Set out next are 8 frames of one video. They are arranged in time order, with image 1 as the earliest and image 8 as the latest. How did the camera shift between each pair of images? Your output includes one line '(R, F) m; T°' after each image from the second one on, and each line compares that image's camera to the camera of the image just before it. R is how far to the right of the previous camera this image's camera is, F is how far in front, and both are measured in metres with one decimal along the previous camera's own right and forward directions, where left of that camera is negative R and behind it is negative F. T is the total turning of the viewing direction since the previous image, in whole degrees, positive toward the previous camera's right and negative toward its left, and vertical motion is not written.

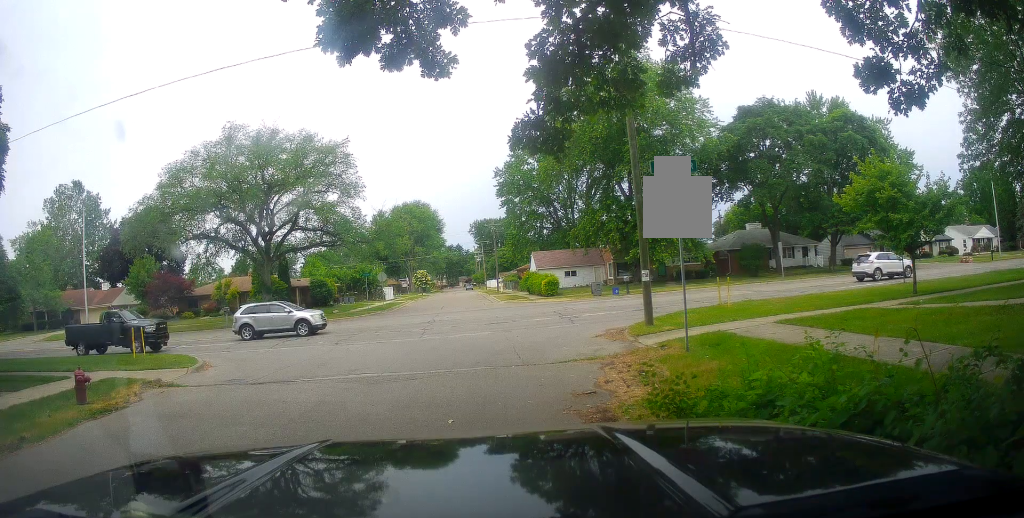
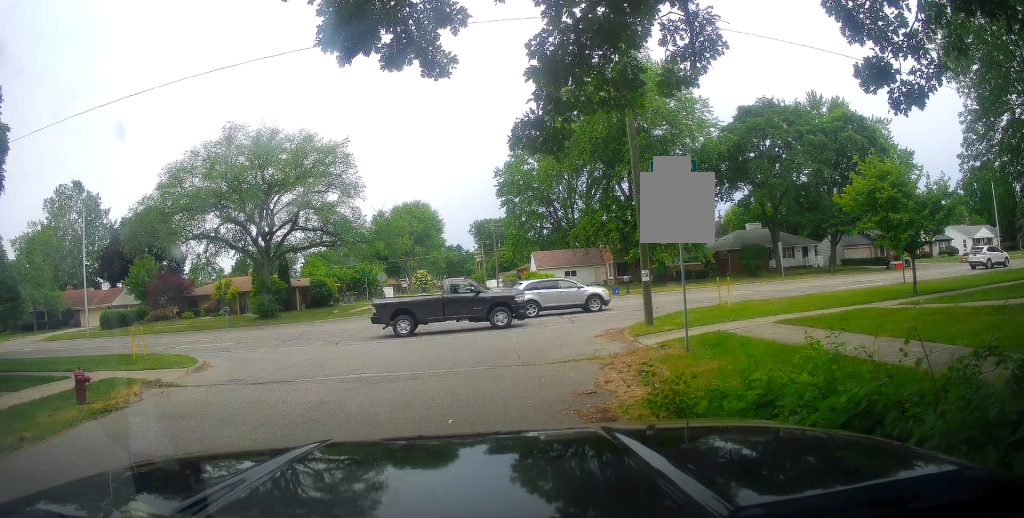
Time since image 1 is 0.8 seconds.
(0.0, 0.0) m; 0°
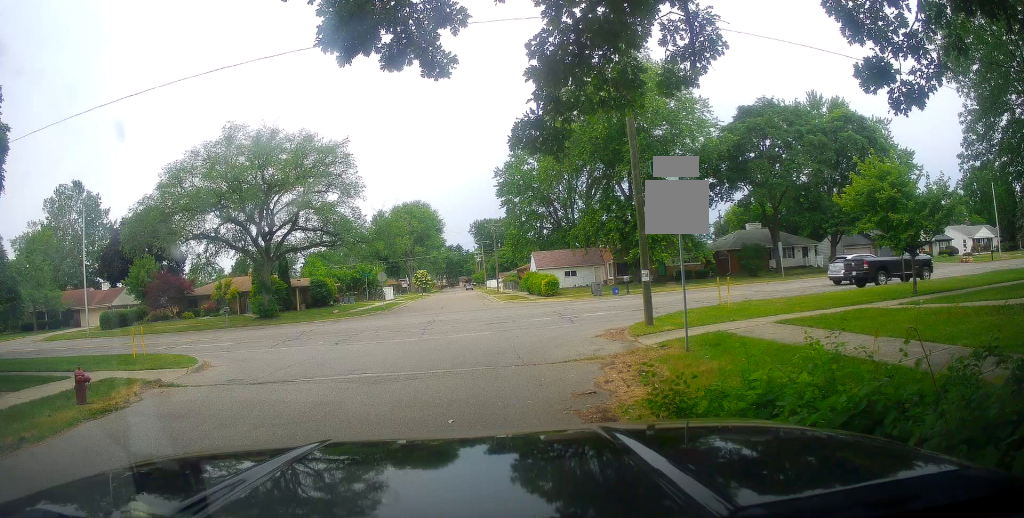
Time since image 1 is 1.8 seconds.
(0.0, 0.0) m; 0°
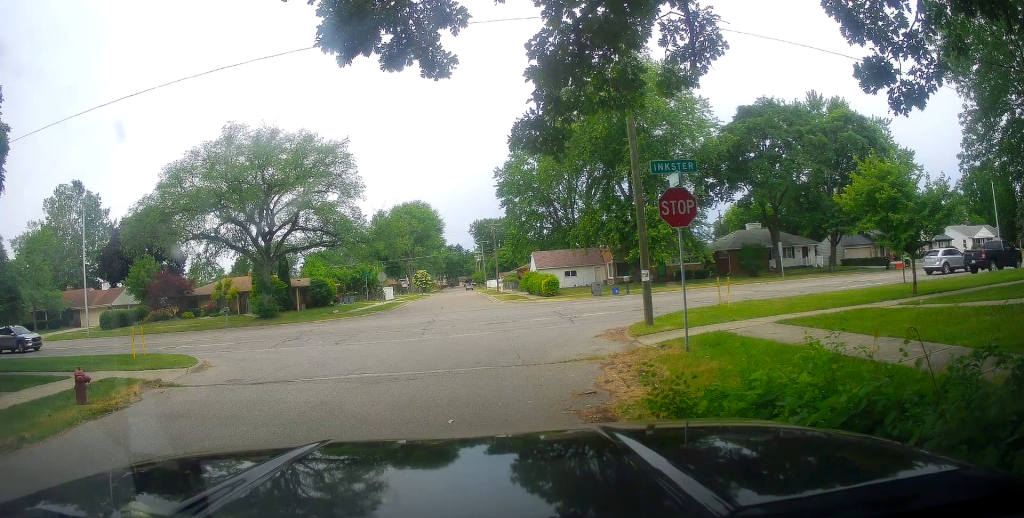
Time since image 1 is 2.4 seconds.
(0.0, 0.0) m; 0°
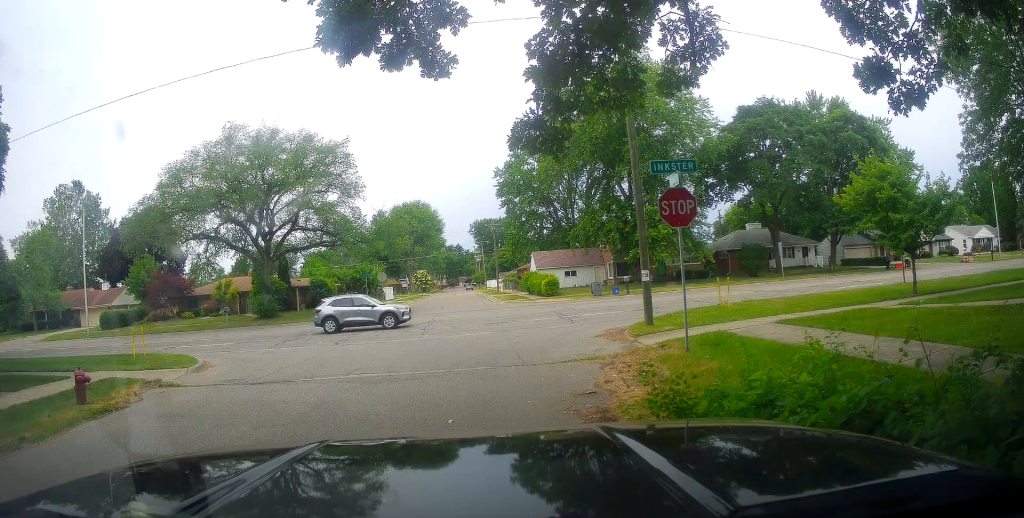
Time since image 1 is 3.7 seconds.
(0.0, 0.0) m; 0°
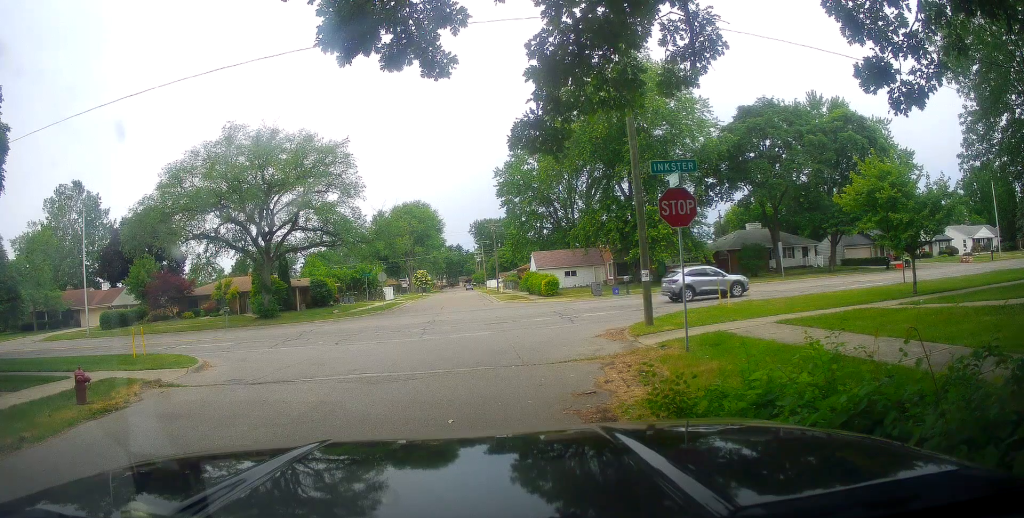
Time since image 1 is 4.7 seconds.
(0.0, 0.0) m; 0°
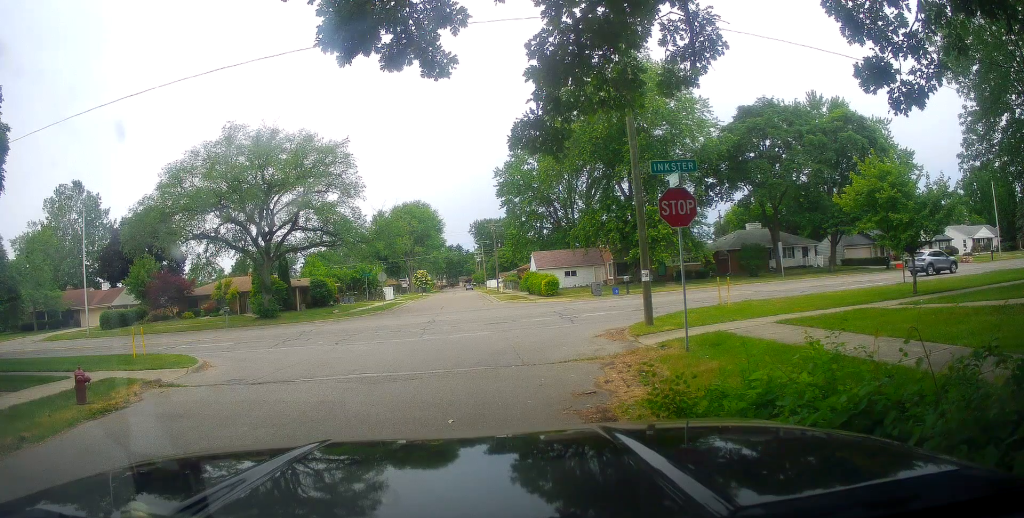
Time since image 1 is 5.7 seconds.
(0.0, 0.0) m; 0°
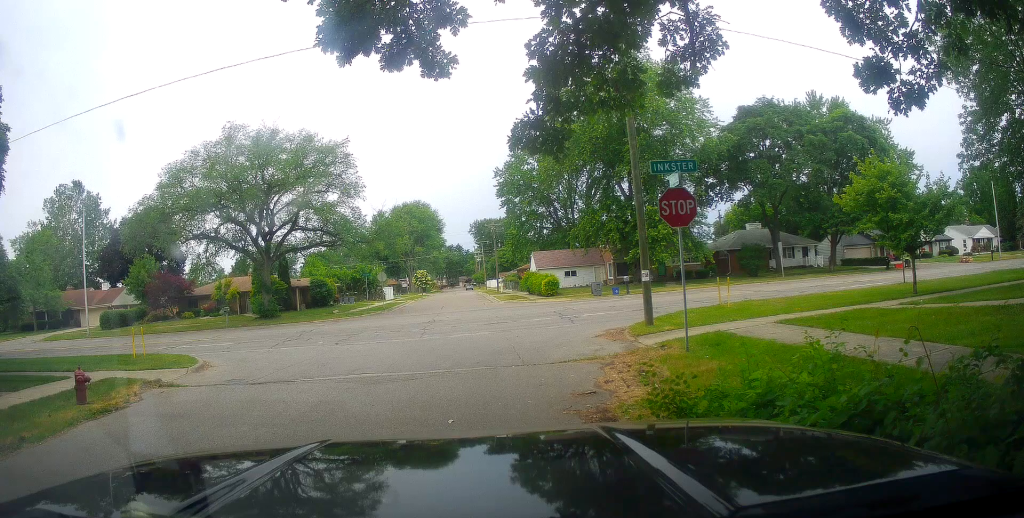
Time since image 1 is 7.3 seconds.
(0.0, 0.0) m; 0°
